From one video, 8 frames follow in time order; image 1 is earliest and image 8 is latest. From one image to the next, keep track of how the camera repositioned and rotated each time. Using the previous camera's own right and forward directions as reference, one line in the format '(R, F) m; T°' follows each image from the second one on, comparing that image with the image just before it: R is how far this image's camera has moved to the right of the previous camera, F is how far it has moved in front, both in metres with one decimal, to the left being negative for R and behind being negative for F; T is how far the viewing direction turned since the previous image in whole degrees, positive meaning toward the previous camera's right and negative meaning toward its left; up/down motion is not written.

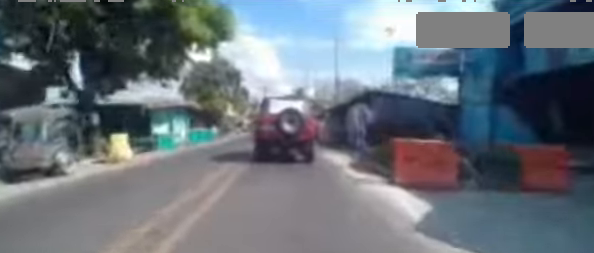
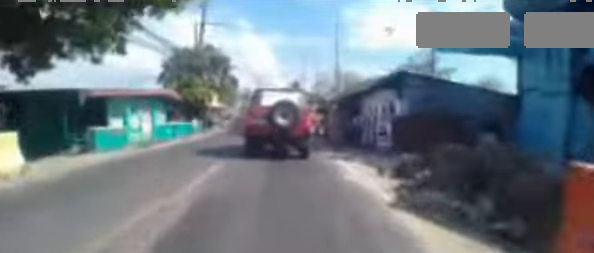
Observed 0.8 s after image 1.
(+0.2, +3.5) m; +4°
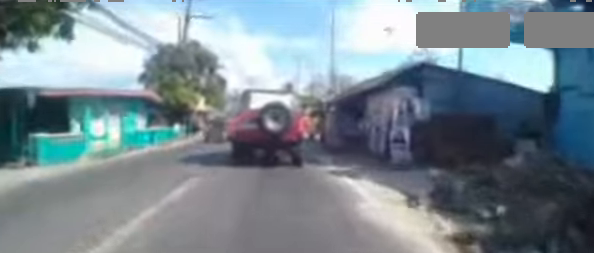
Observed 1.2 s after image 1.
(0.0, +1.5) m; 0°
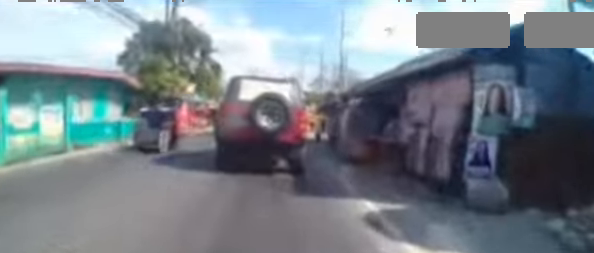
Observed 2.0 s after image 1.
(0.0, +2.1) m; 0°
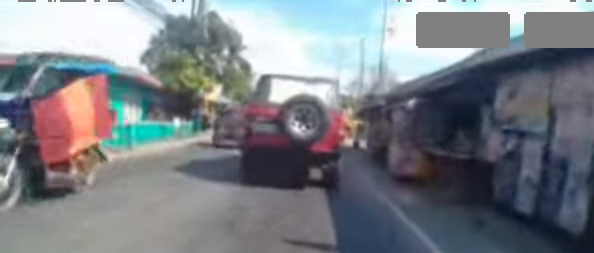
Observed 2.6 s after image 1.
(0.0, +1.4) m; 0°
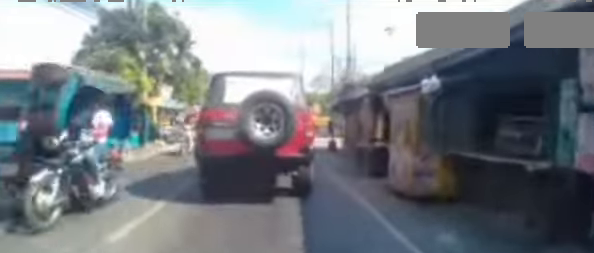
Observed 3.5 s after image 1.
(0.0, +1.6) m; 0°
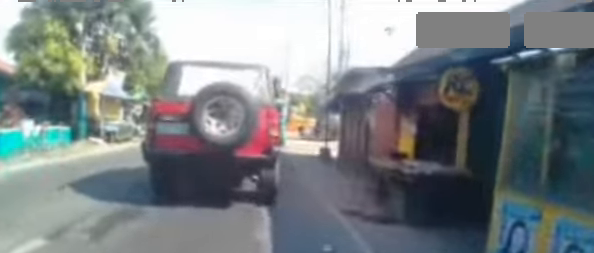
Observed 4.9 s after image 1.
(0.0, +2.1) m; 0°
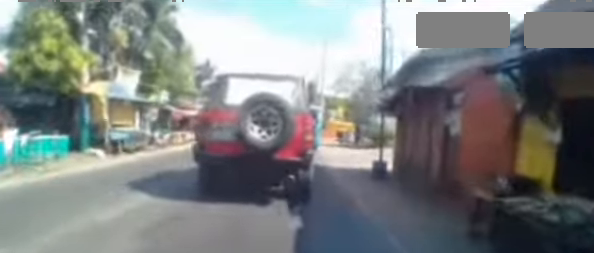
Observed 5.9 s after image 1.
(0.0, +1.7) m; 0°
